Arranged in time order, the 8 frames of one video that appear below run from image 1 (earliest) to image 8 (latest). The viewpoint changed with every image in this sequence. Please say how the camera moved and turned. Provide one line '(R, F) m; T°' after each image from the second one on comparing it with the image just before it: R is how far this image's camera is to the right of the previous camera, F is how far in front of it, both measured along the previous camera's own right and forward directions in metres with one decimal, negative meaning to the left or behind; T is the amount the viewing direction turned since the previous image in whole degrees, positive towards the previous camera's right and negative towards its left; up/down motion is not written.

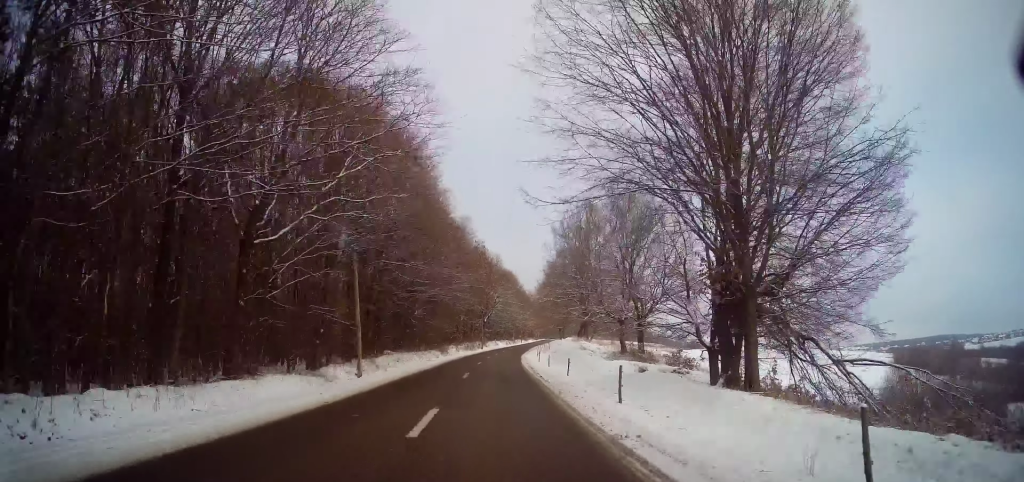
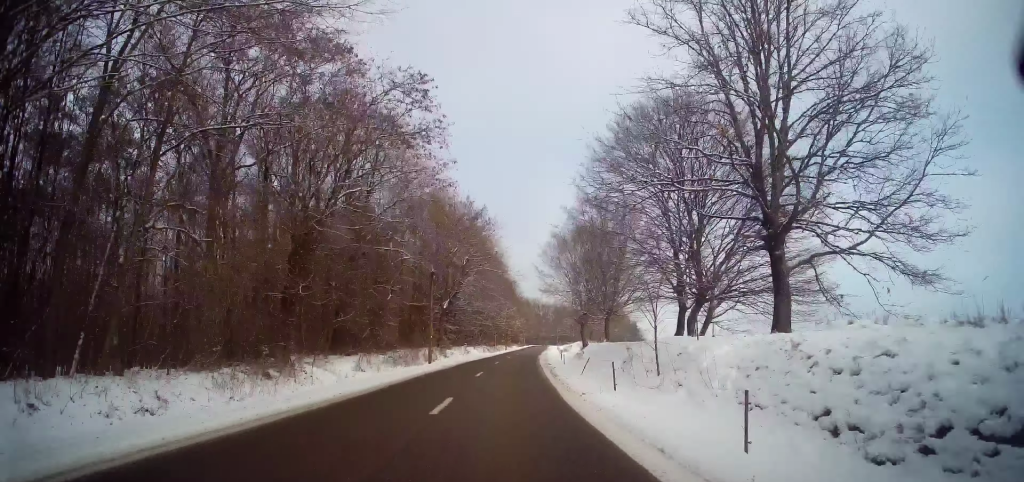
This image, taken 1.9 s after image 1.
(-0.2, +45.1) m; +1°
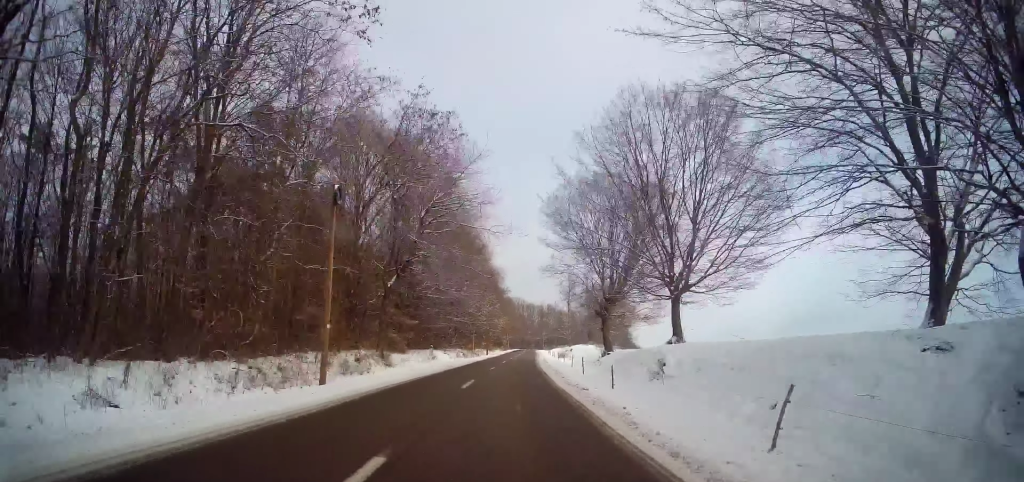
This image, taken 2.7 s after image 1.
(+0.4, +18.6) m; +2°
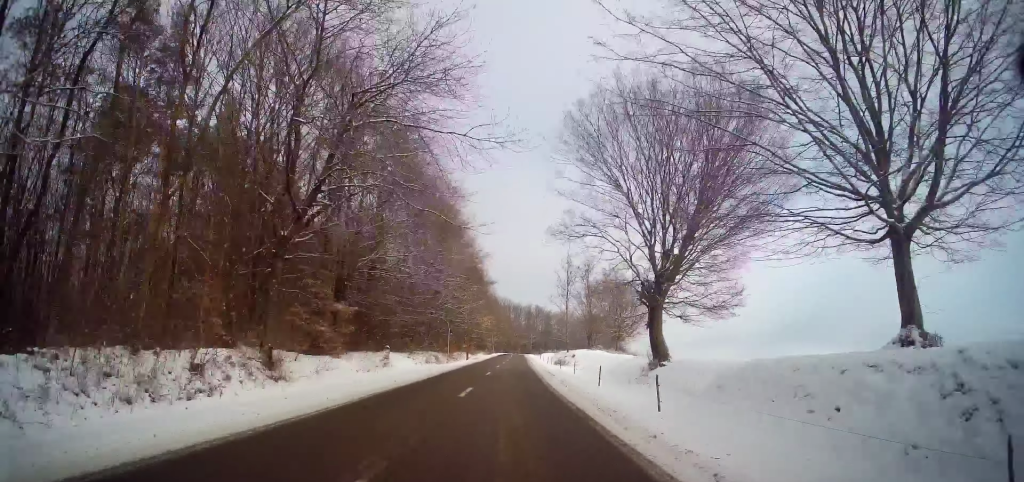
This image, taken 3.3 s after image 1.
(+0.1, +13.9) m; +2°
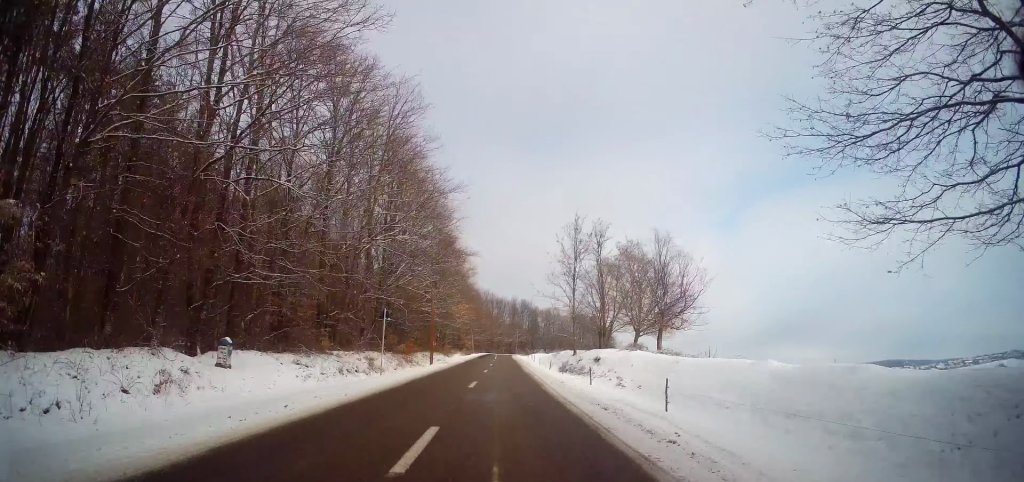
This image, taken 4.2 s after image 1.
(+0.6, +20.8) m; +2°
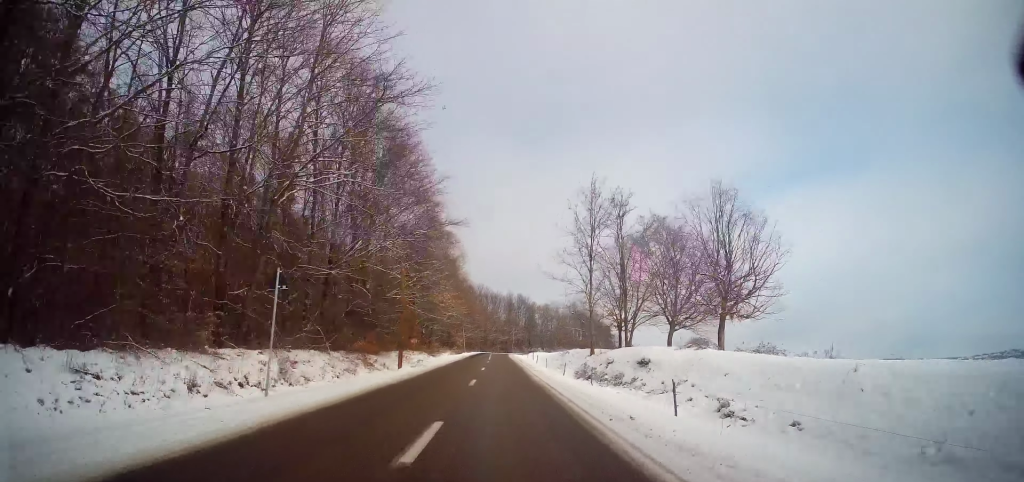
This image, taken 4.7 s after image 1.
(+0.2, +11.5) m; +1°
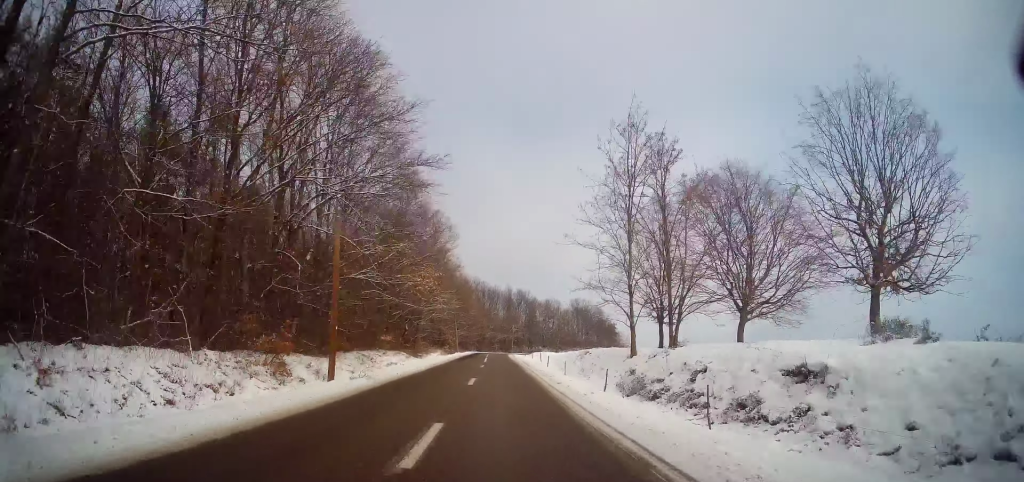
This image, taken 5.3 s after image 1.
(0.0, +12.2) m; 0°
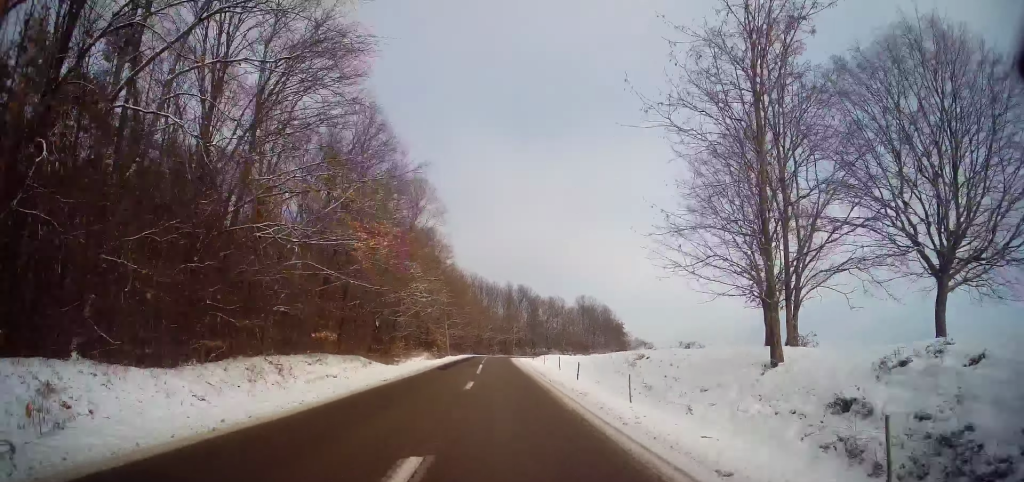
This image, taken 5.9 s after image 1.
(0.0, +14.3) m; 0°
